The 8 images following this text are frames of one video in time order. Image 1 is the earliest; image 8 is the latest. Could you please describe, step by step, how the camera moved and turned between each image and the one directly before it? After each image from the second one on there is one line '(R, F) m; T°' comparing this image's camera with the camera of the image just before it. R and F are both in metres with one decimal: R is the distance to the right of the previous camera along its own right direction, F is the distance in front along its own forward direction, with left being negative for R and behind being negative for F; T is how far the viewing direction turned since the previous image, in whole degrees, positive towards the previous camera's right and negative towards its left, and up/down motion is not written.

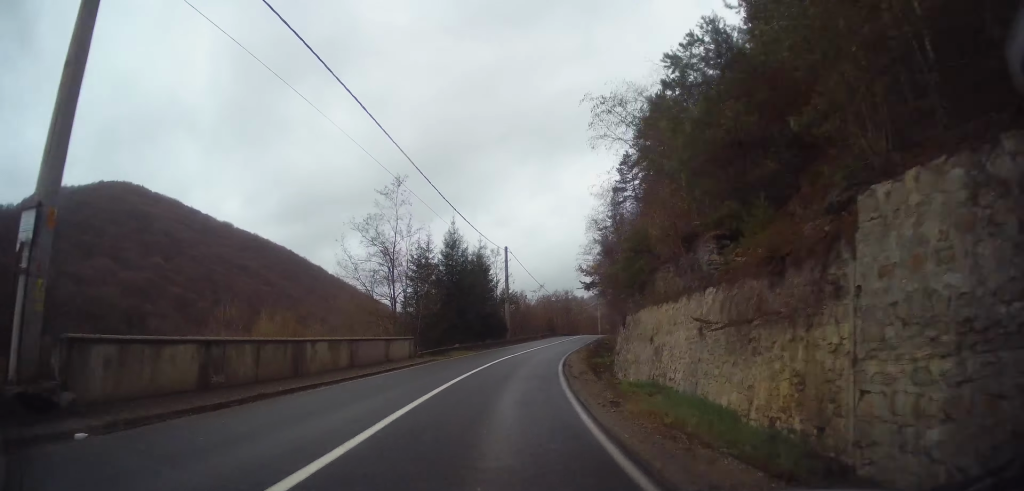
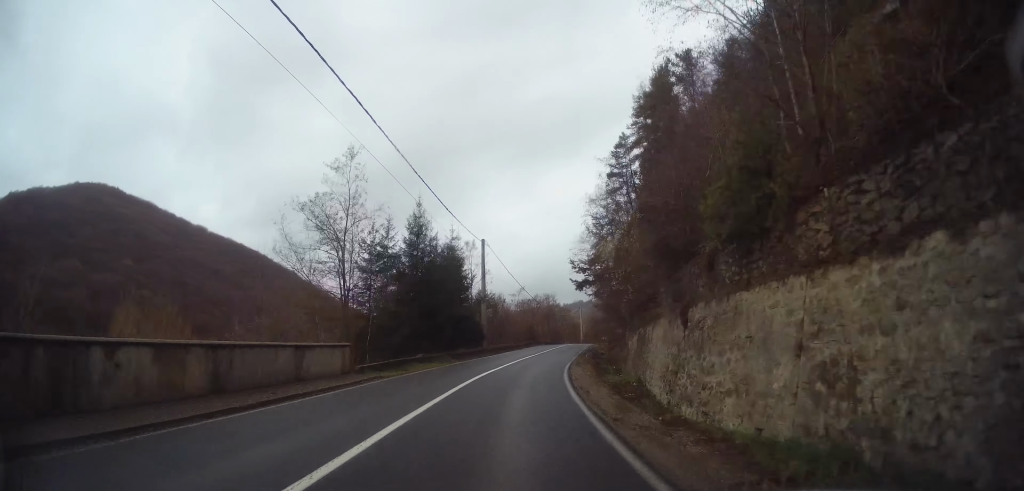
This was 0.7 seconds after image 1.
(+0.2, +8.3) m; +3°
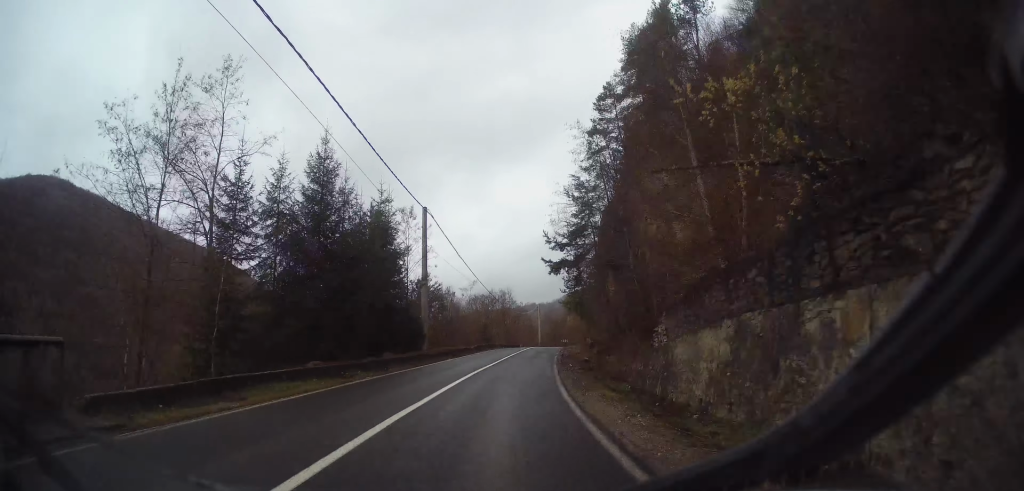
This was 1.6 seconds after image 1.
(+0.4, +12.0) m; +3°
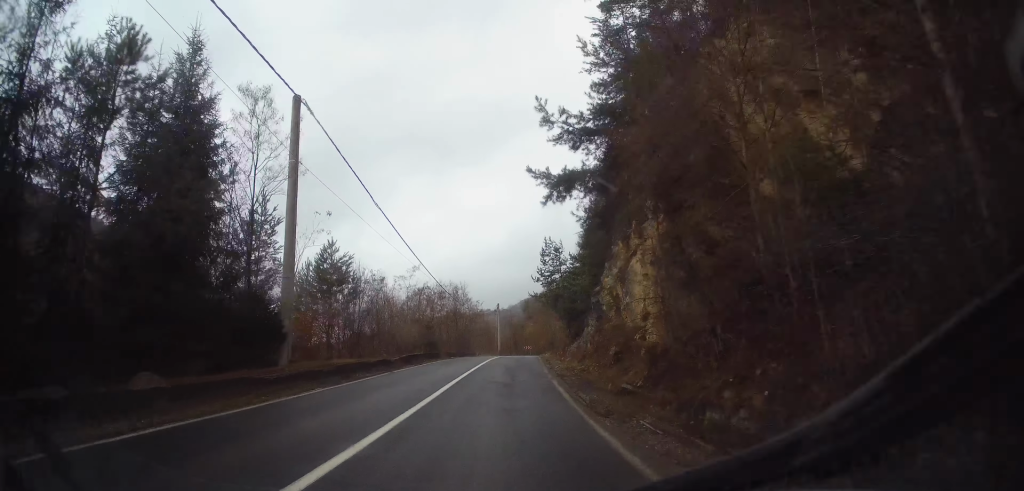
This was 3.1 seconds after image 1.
(+0.6, +17.5) m; +4°
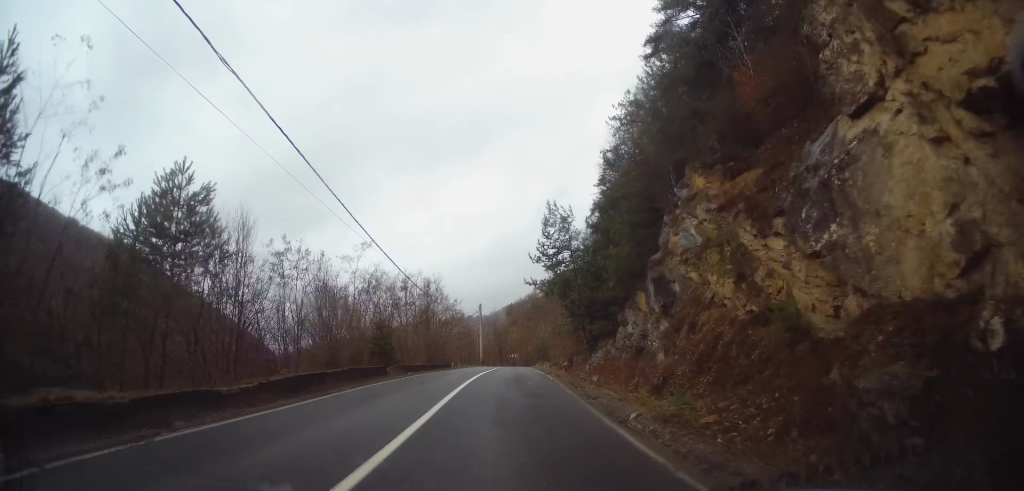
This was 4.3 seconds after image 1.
(+0.4, +14.9) m; +3°
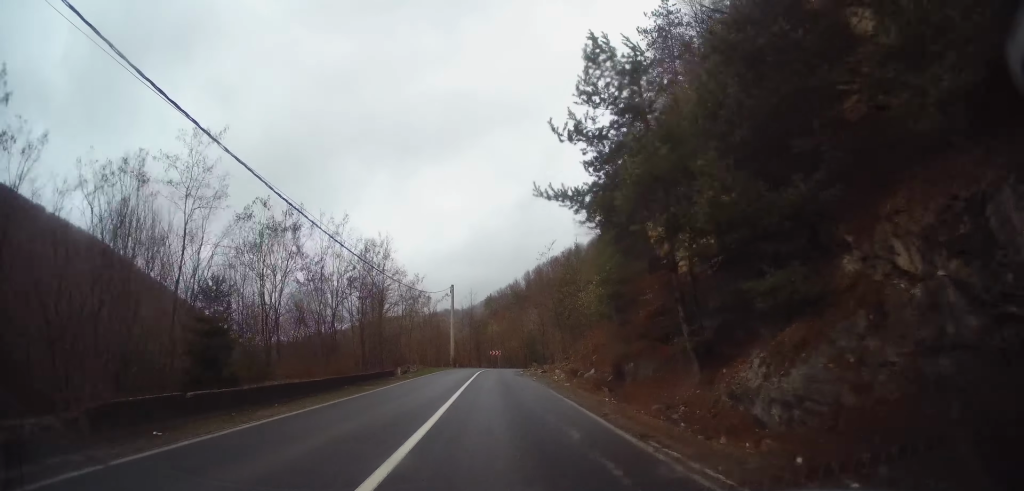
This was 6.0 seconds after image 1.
(+0.8, +20.7) m; +3°
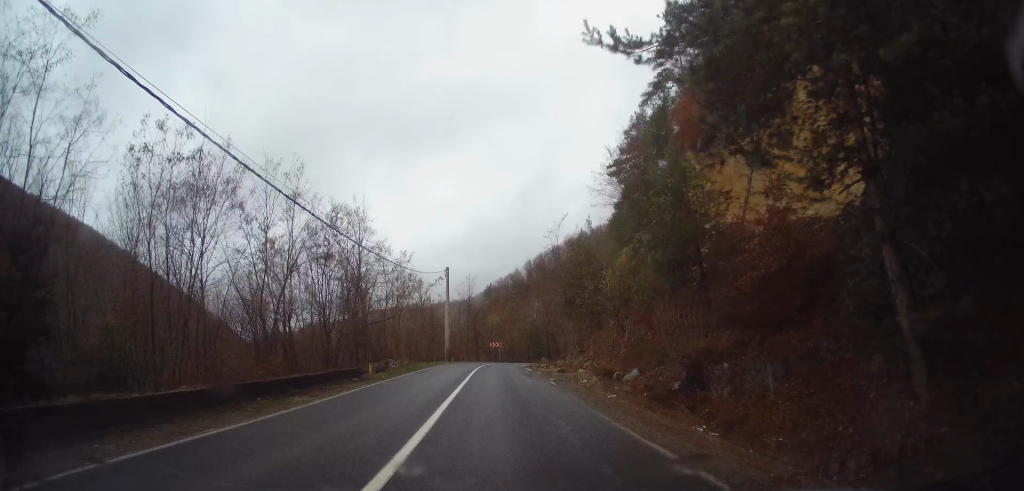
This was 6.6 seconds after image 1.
(+0.1, +7.9) m; 0°
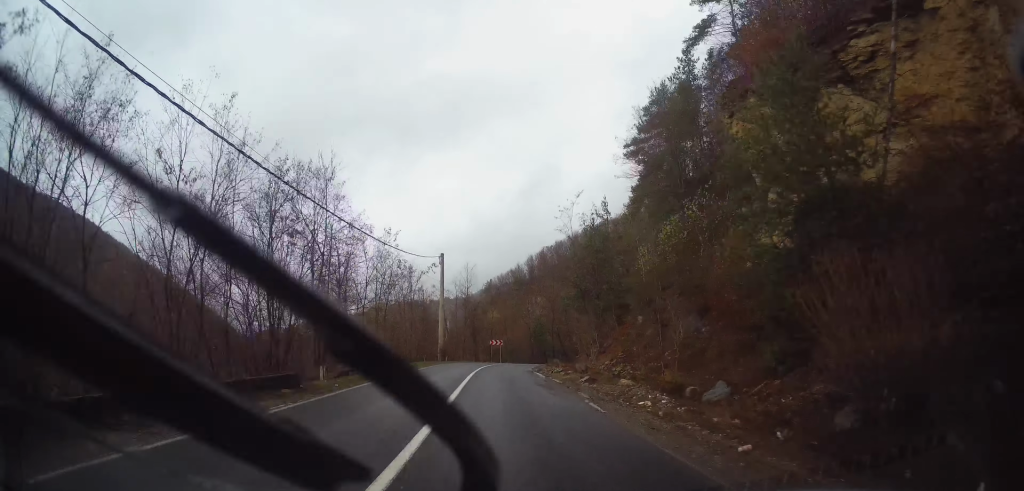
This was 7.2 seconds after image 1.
(-0.2, +7.2) m; 0°
